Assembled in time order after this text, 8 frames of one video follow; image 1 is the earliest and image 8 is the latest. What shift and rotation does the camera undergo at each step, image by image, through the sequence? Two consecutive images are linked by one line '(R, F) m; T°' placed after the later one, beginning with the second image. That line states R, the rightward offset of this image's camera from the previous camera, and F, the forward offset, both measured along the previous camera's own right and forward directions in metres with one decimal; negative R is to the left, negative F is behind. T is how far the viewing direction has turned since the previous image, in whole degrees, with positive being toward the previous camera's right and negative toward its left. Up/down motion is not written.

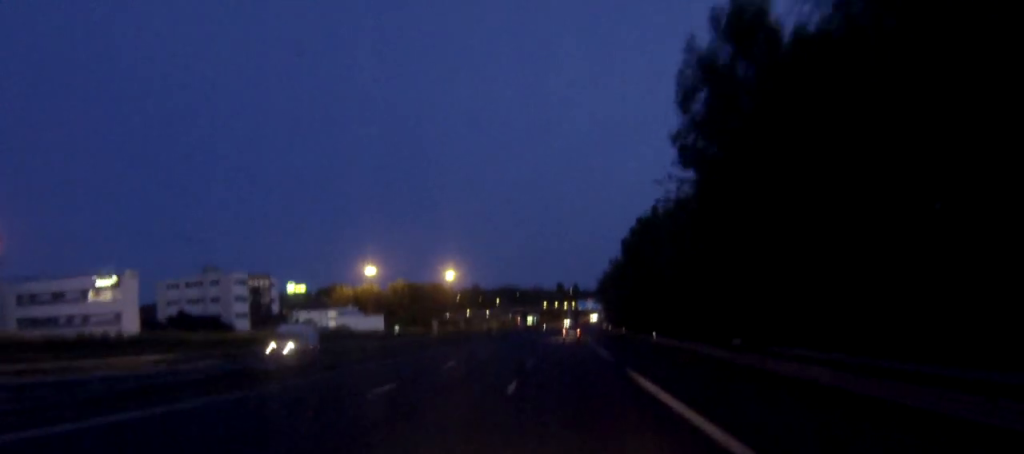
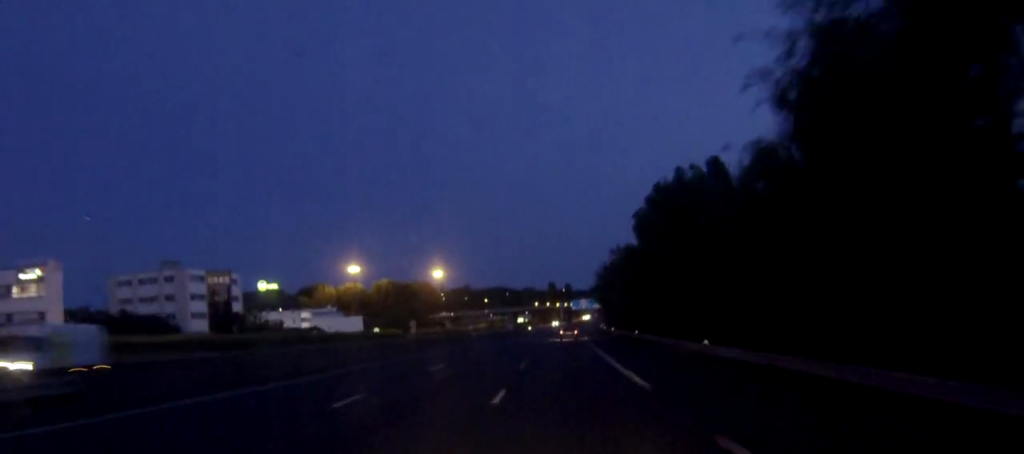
(+0.1, +15.8) m; 0°
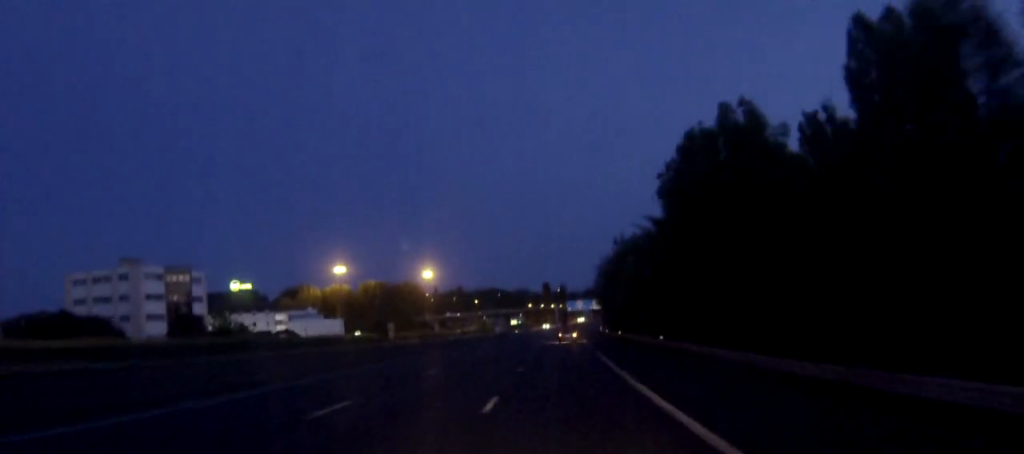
(0.0, +14.0) m; 0°
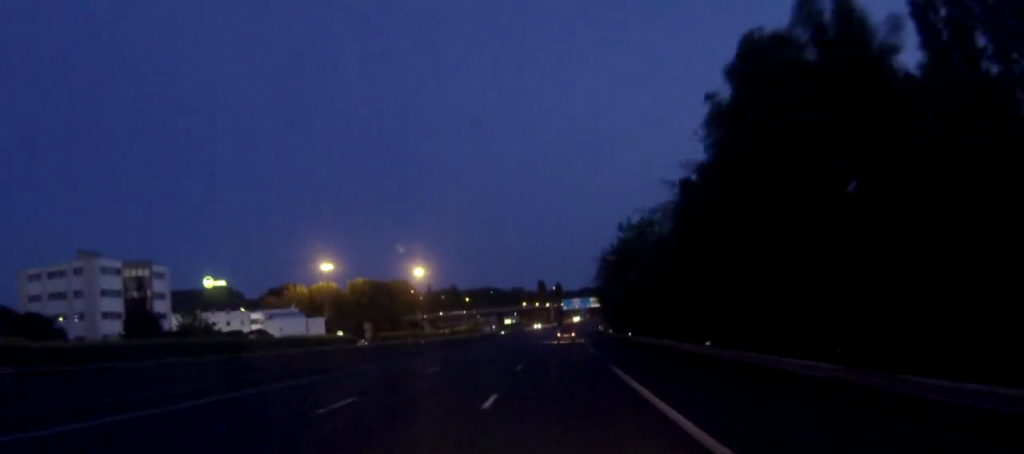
(+0.1, +12.2) m; 0°
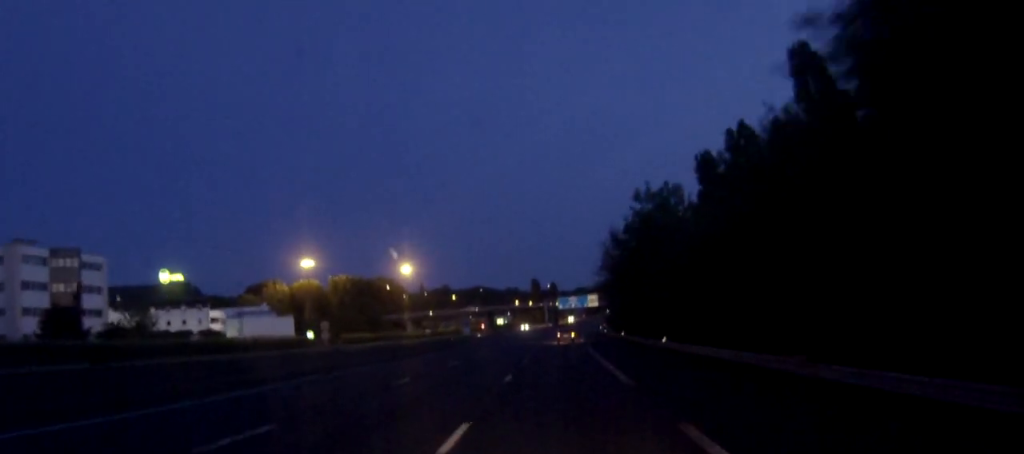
(+0.1, +18.4) m; 0°
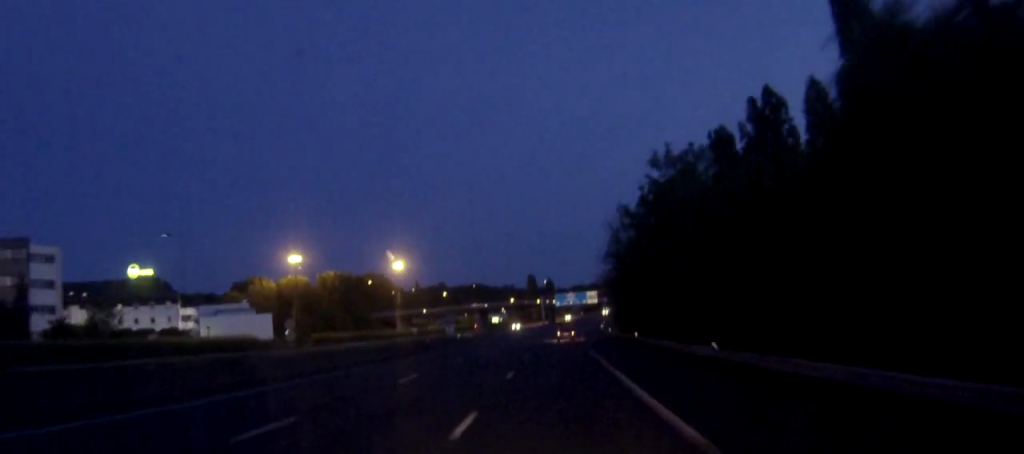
(0.0, +11.4) m; 0°
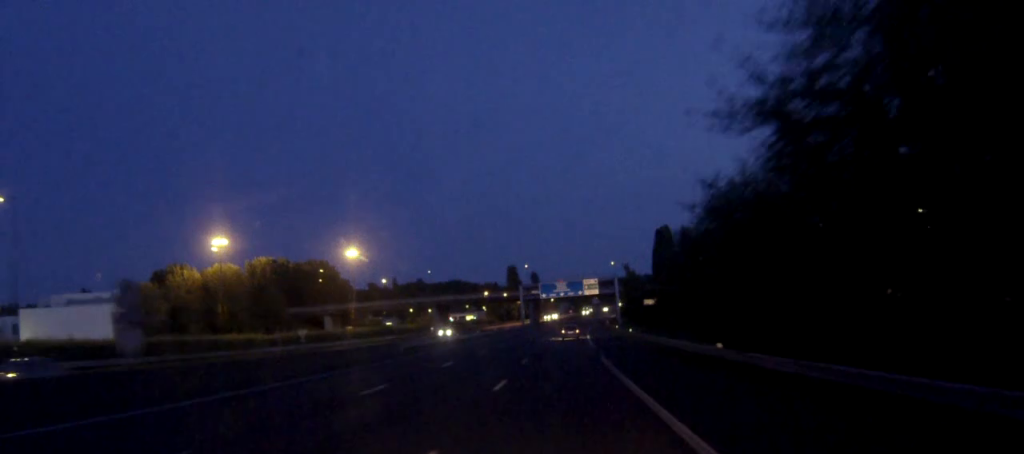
(+0.4, +56.7) m; +1°
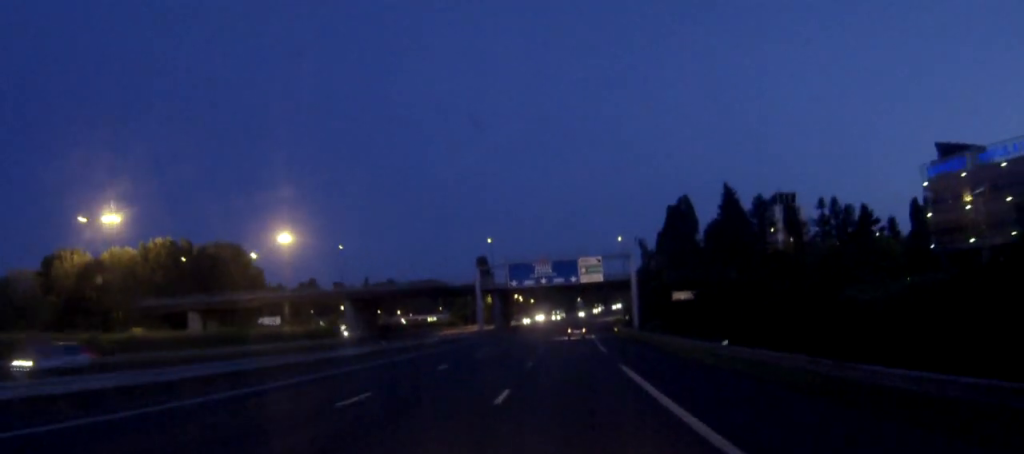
(+0.6, +55.4) m; +1°
